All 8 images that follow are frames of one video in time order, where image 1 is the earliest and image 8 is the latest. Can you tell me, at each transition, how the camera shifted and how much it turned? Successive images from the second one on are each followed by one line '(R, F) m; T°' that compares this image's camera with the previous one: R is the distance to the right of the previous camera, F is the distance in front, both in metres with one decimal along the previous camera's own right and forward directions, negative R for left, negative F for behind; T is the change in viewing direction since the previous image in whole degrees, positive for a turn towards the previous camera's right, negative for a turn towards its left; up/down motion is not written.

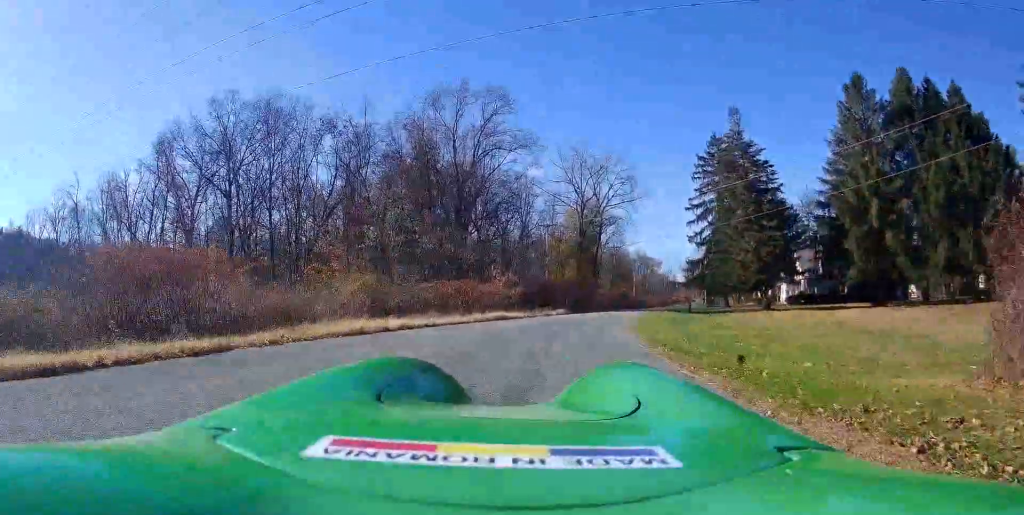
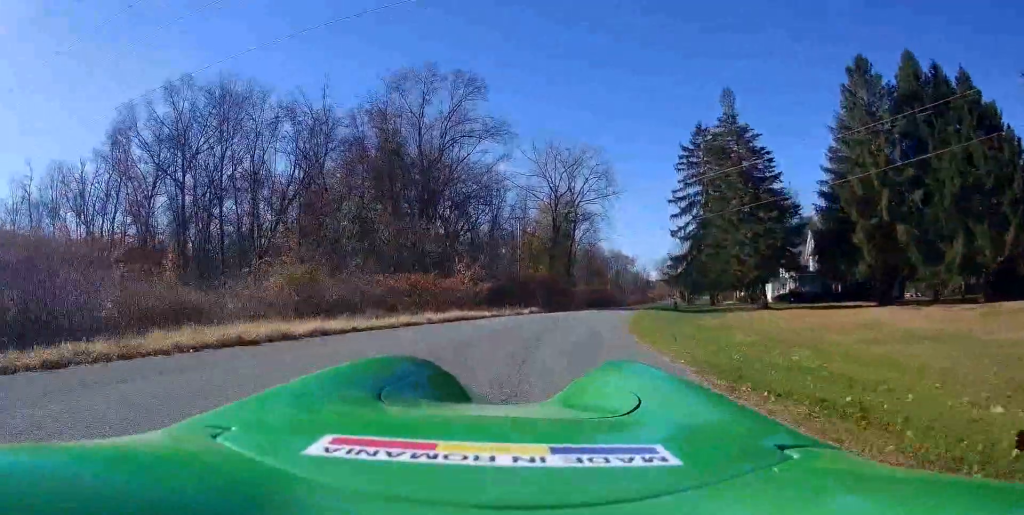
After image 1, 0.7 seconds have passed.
(0.0, +5.7) m; 0°
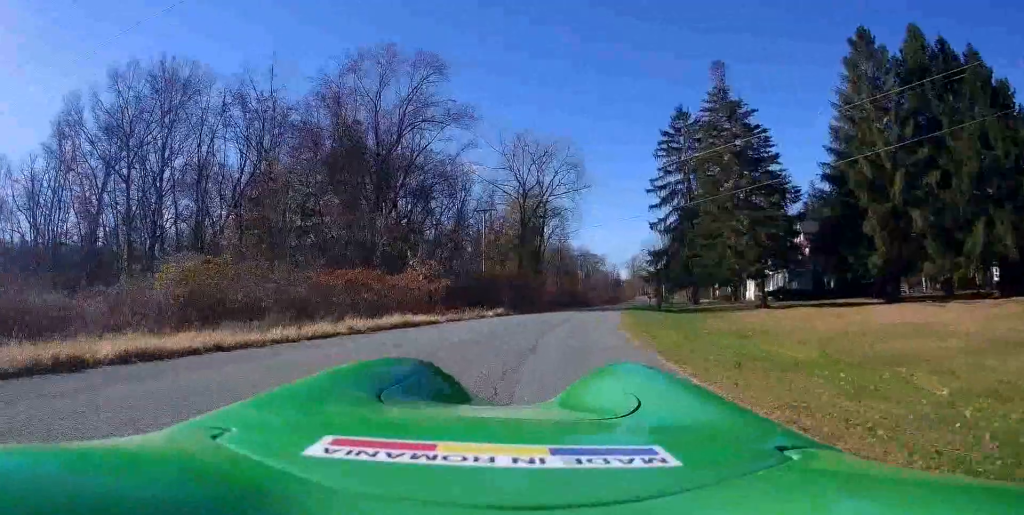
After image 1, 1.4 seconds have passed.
(0.0, +6.0) m; 0°
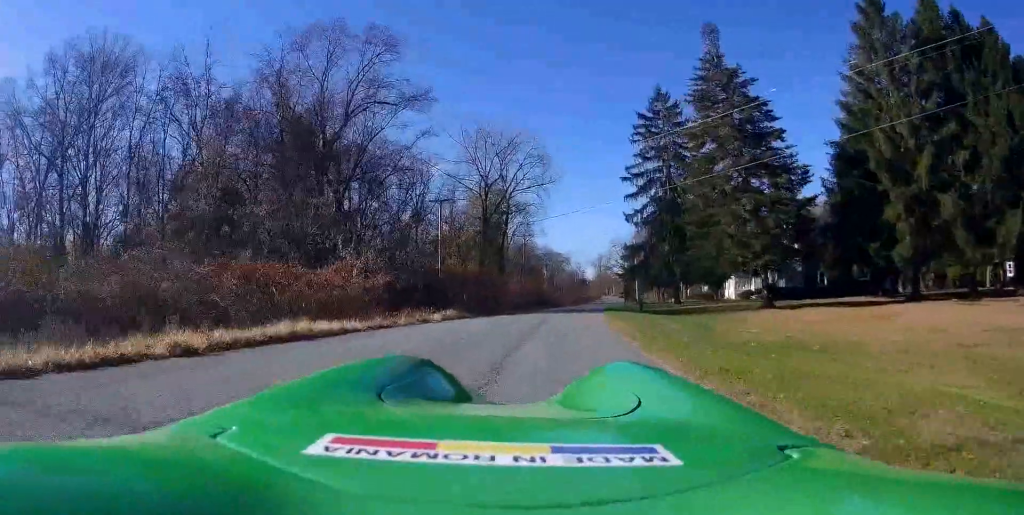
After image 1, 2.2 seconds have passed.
(0.0, +6.8) m; +1°
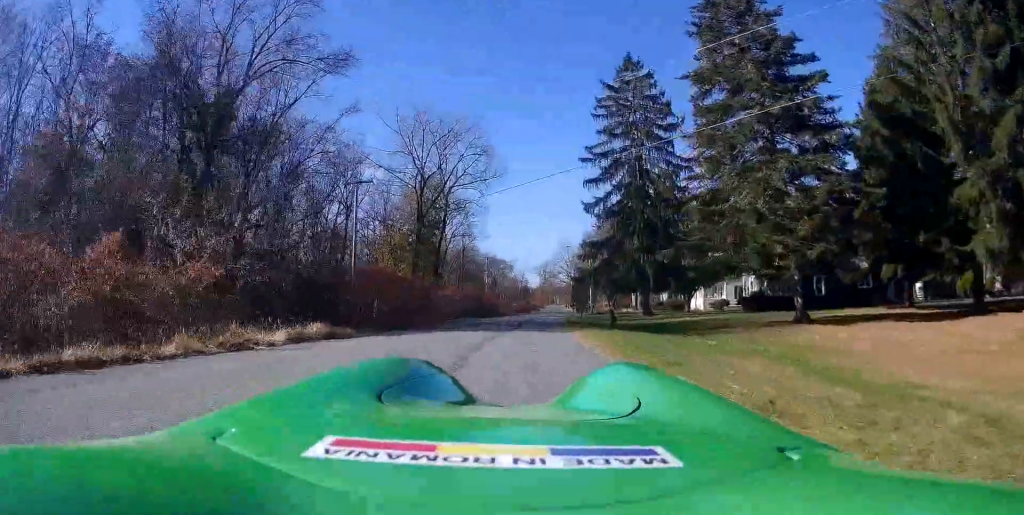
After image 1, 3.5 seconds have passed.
(+0.6, +11.2) m; +7°
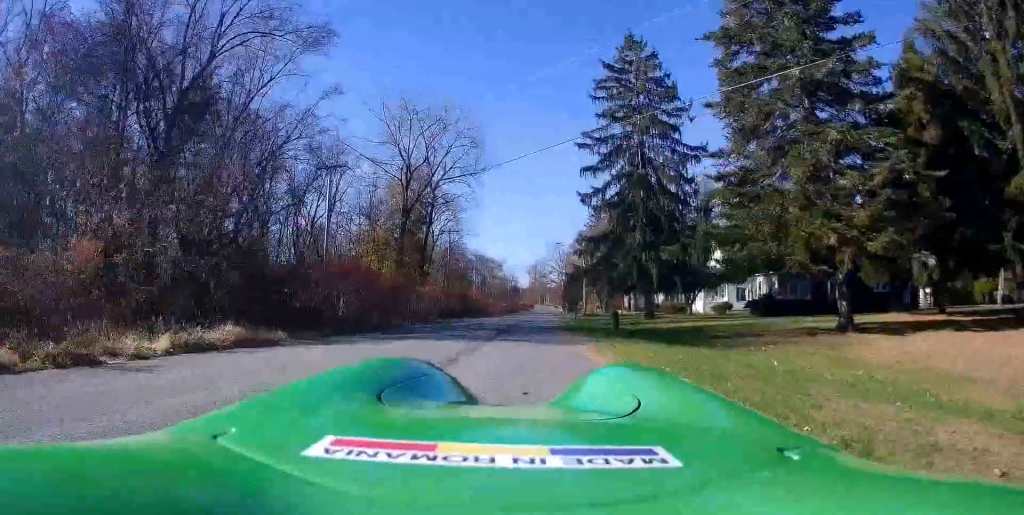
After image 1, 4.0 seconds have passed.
(+0.1, +4.5) m; +3°
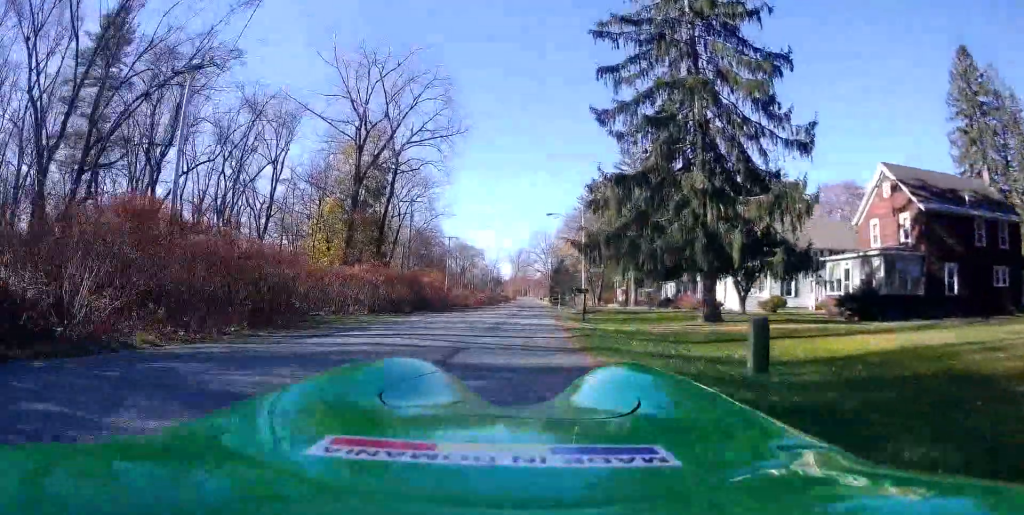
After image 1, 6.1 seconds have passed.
(+0.5, +17.4) m; +1°
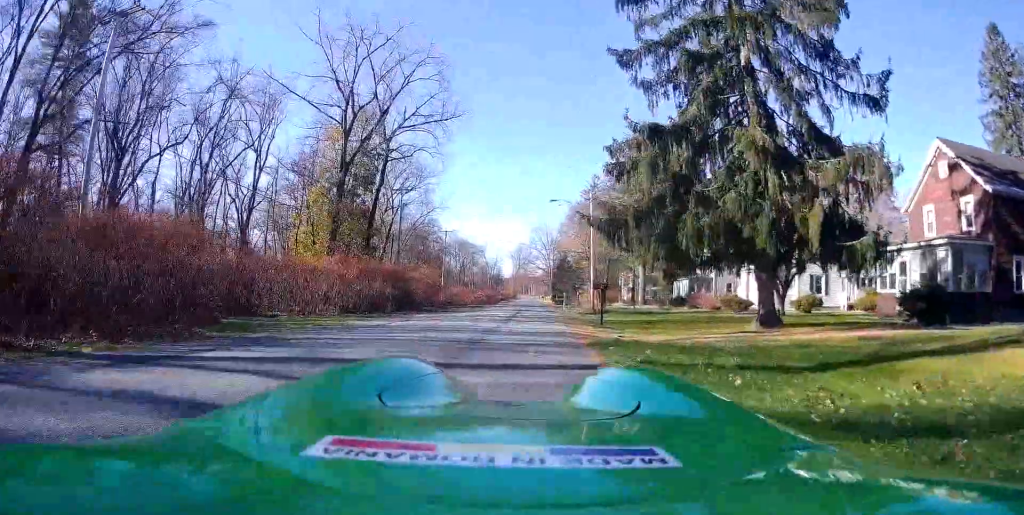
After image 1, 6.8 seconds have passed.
(0.0, +6.2) m; -1°
